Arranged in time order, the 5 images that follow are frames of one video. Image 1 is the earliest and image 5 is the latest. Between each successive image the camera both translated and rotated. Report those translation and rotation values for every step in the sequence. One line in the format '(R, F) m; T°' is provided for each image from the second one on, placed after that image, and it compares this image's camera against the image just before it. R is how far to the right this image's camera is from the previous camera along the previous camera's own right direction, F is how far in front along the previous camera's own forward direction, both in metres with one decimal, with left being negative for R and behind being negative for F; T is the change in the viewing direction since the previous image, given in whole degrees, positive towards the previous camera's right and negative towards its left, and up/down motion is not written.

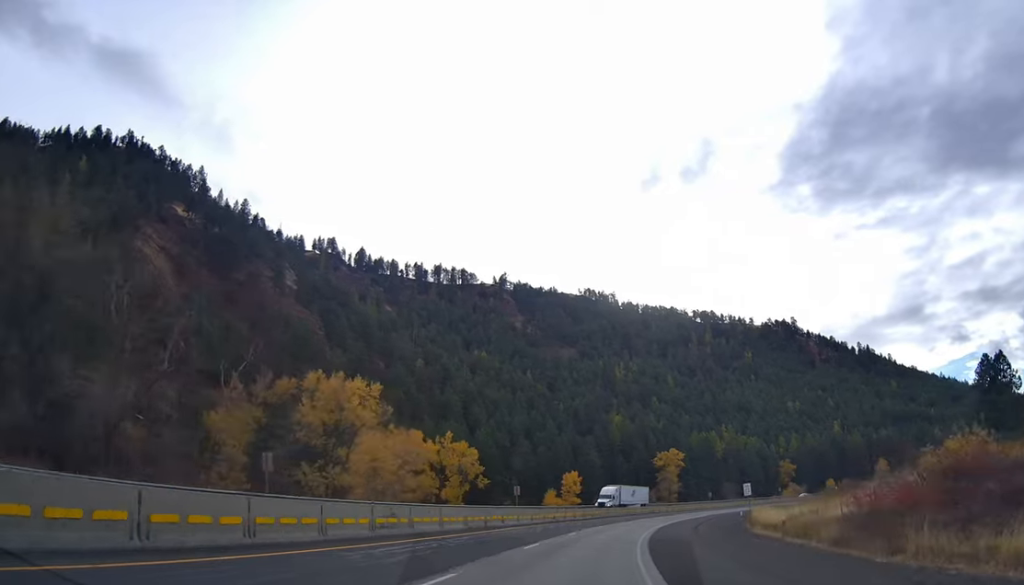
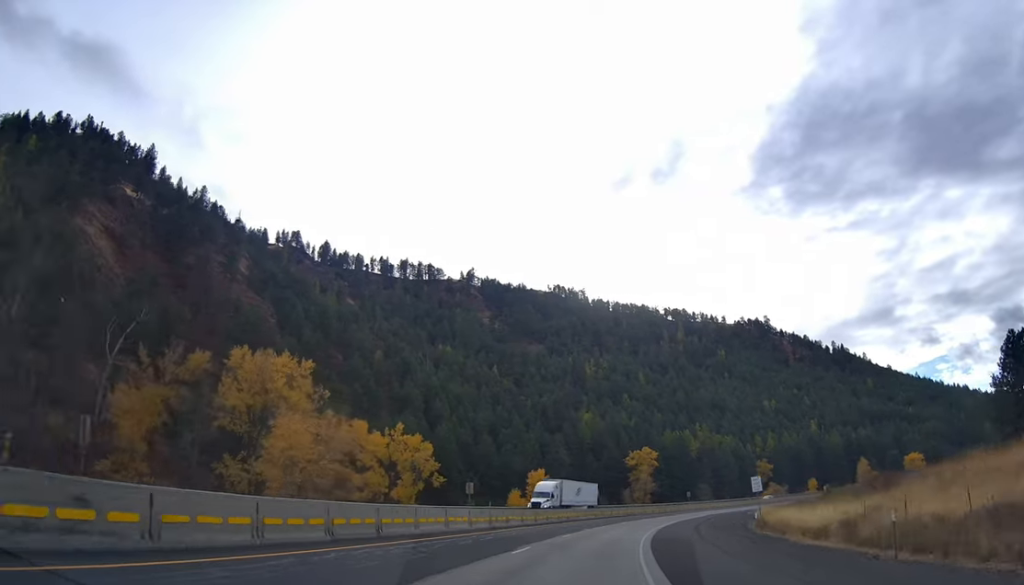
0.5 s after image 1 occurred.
(+0.1, +15.2) m; +1°
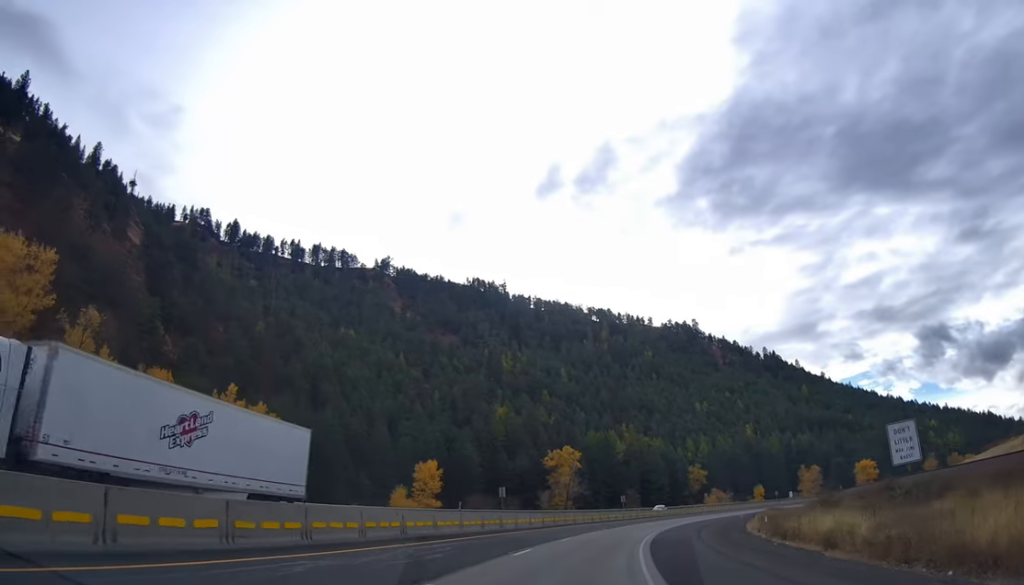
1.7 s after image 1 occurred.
(+1.2, +35.9) m; +6°
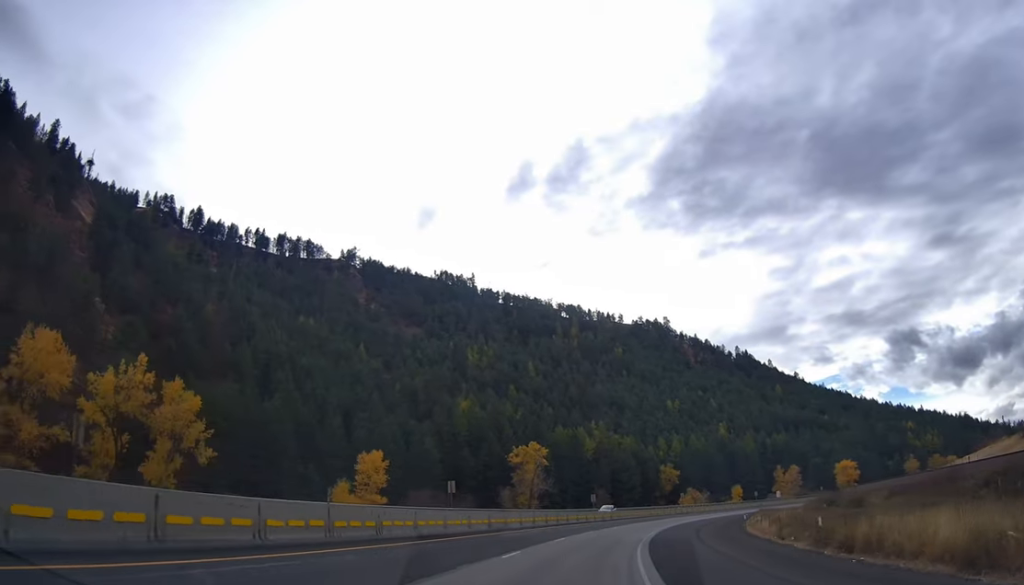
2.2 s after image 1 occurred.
(+0.1, +13.8) m; +3°
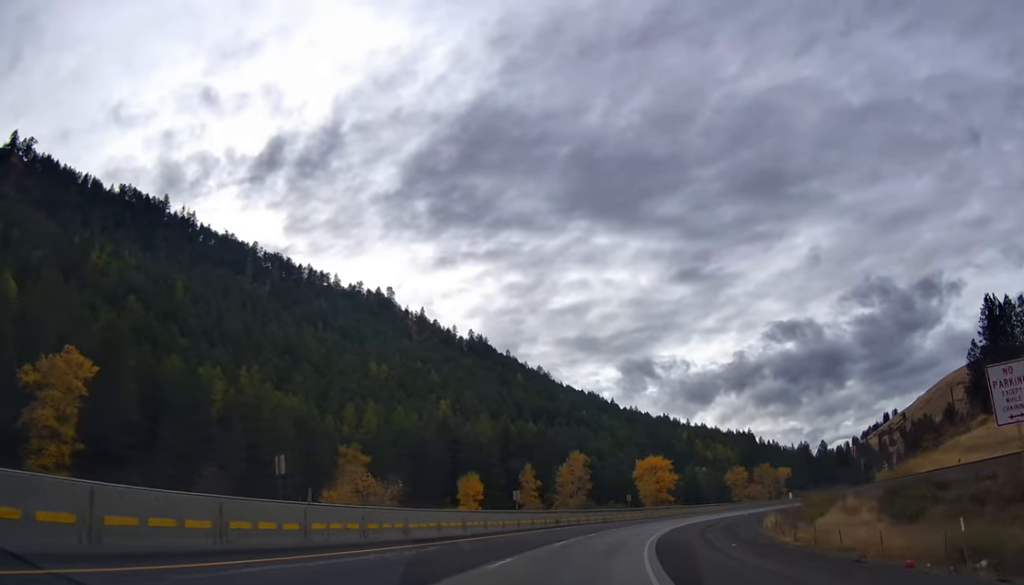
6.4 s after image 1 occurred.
(+26.7, +116.6) m; +25°
